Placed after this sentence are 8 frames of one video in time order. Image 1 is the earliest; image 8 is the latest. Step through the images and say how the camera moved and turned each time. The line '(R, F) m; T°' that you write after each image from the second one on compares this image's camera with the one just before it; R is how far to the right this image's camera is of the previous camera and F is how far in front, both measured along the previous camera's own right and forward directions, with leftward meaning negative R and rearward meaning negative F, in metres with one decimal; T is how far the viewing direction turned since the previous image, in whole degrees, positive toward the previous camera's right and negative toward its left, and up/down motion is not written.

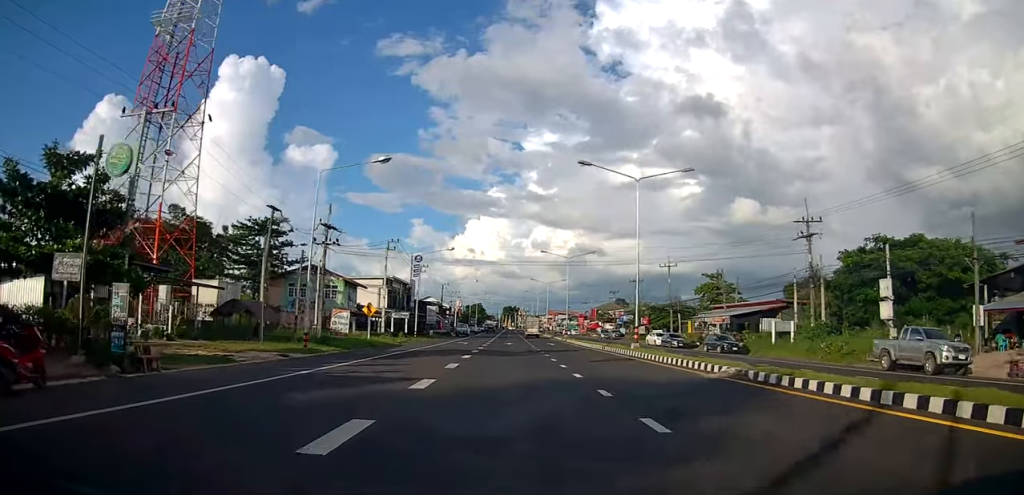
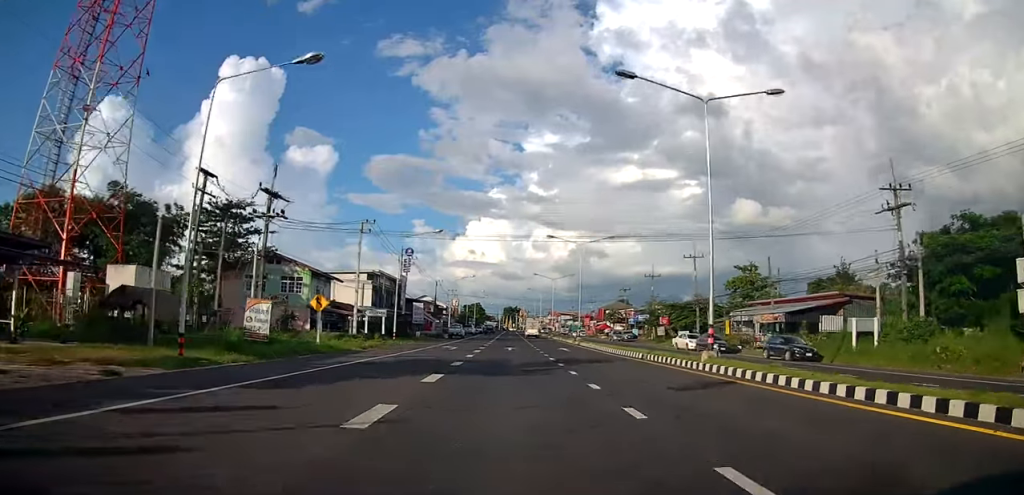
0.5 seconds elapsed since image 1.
(+0.3, +10.9) m; 0°
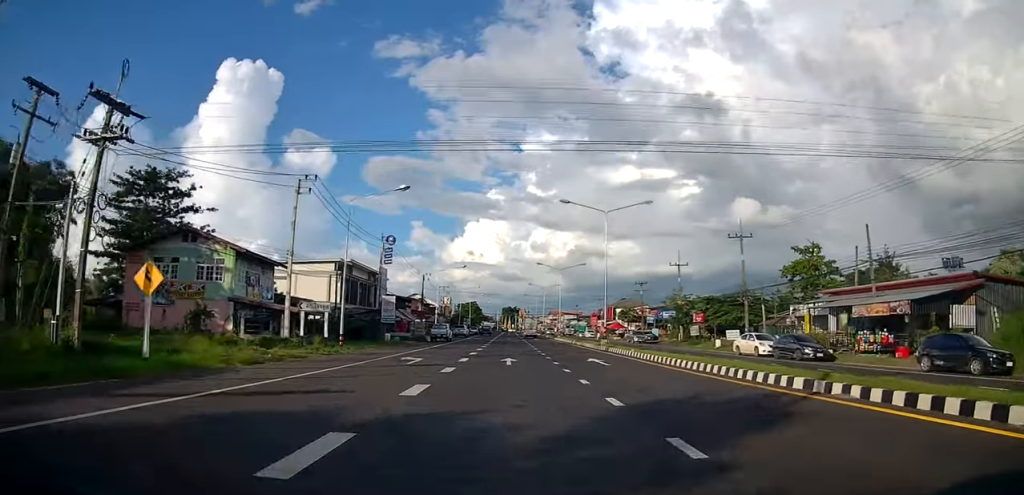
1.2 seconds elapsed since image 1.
(-0.3, +14.7) m; -1°
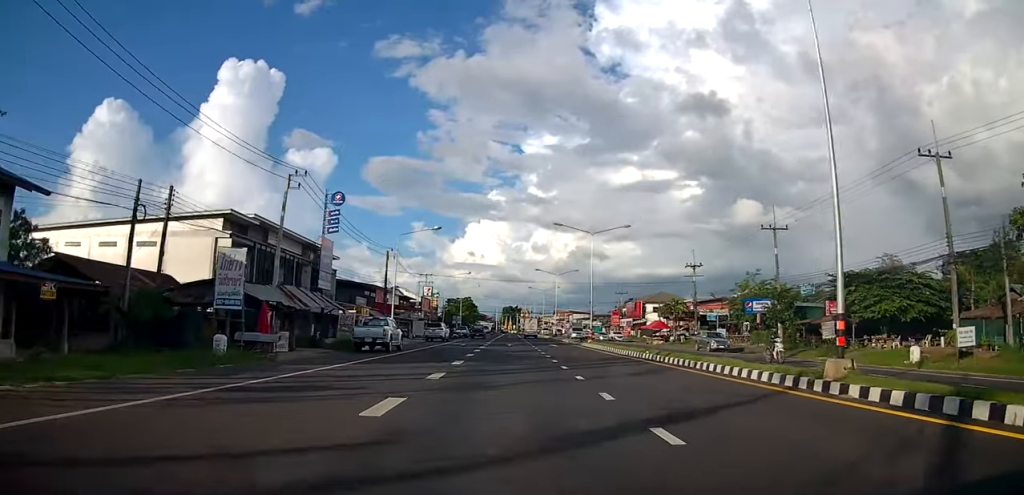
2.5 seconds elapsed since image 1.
(-0.4, +27.4) m; -1°
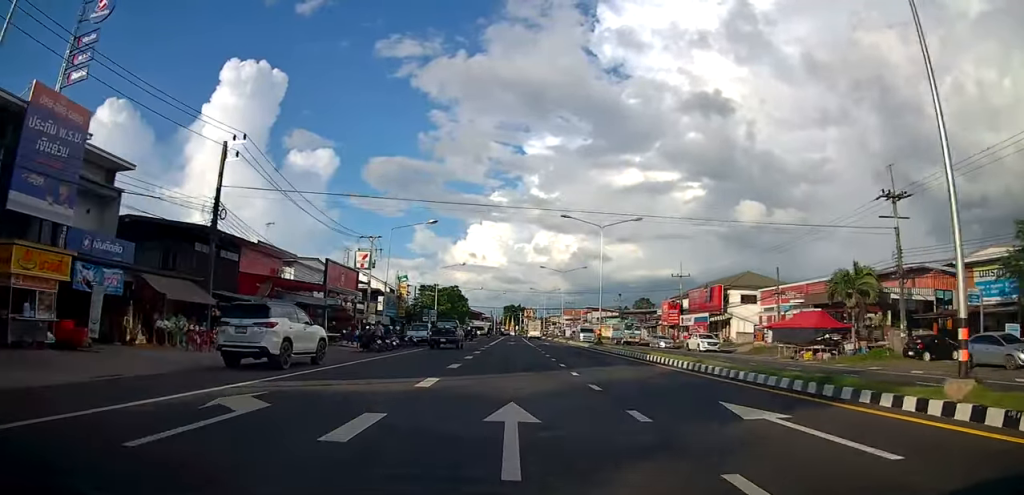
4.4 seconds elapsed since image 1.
(+0.3, +38.9) m; -1°
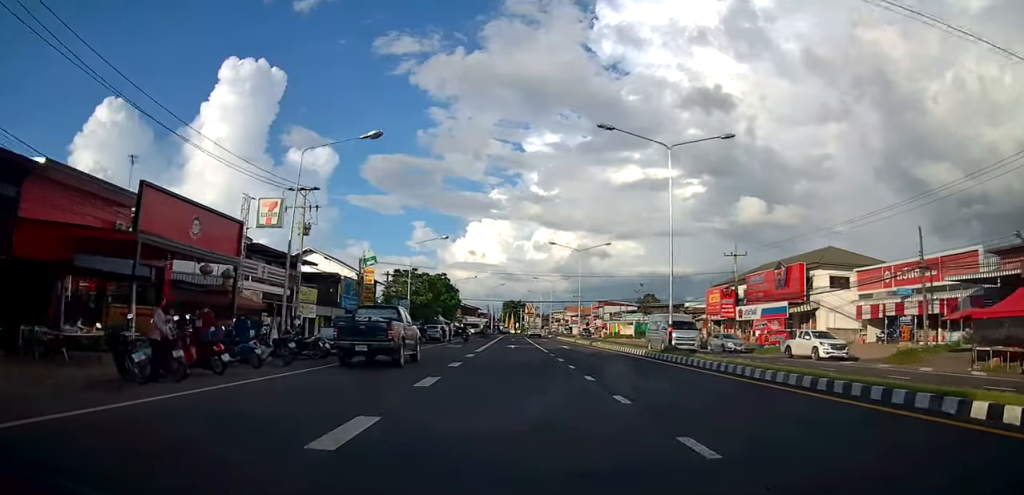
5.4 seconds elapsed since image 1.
(-0.5, +18.9) m; 0°
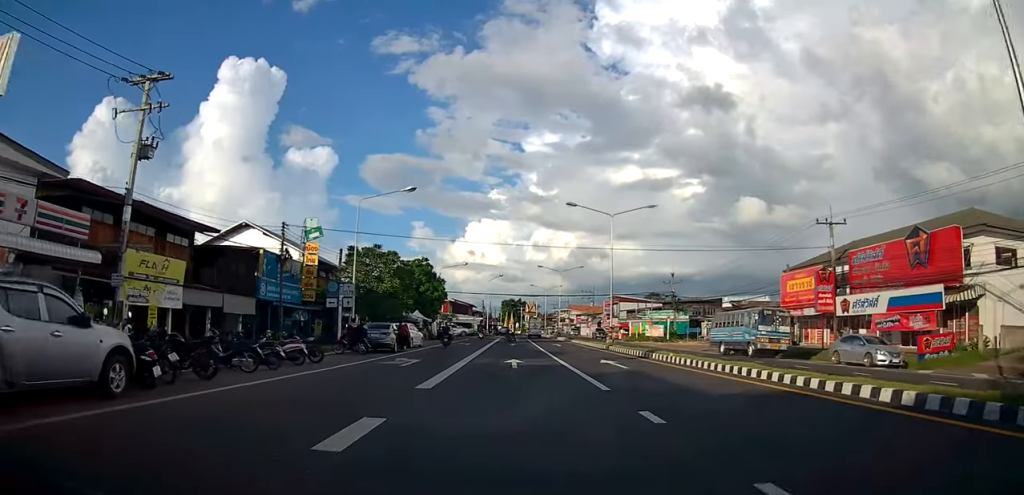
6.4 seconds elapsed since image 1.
(+0.5, +18.7) m; +1°
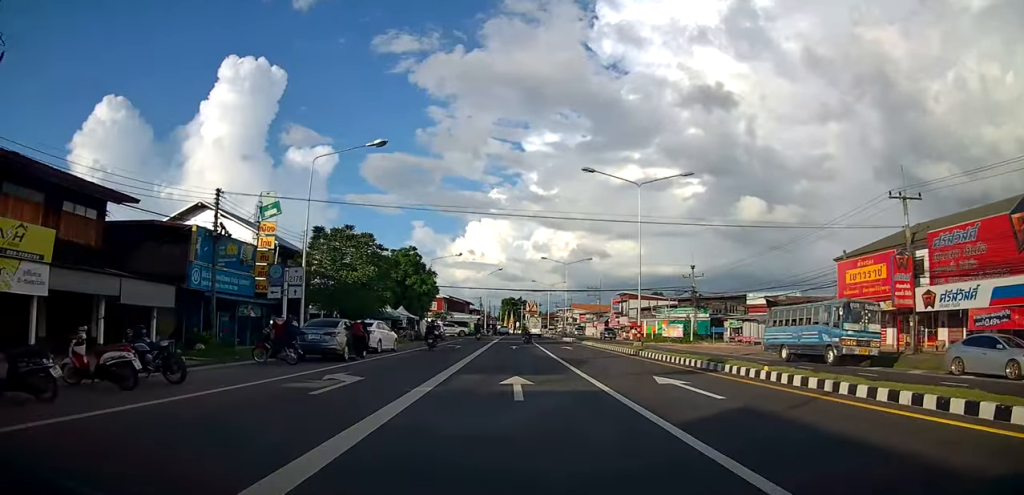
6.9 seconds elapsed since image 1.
(+0.1, +8.8) m; 0°
